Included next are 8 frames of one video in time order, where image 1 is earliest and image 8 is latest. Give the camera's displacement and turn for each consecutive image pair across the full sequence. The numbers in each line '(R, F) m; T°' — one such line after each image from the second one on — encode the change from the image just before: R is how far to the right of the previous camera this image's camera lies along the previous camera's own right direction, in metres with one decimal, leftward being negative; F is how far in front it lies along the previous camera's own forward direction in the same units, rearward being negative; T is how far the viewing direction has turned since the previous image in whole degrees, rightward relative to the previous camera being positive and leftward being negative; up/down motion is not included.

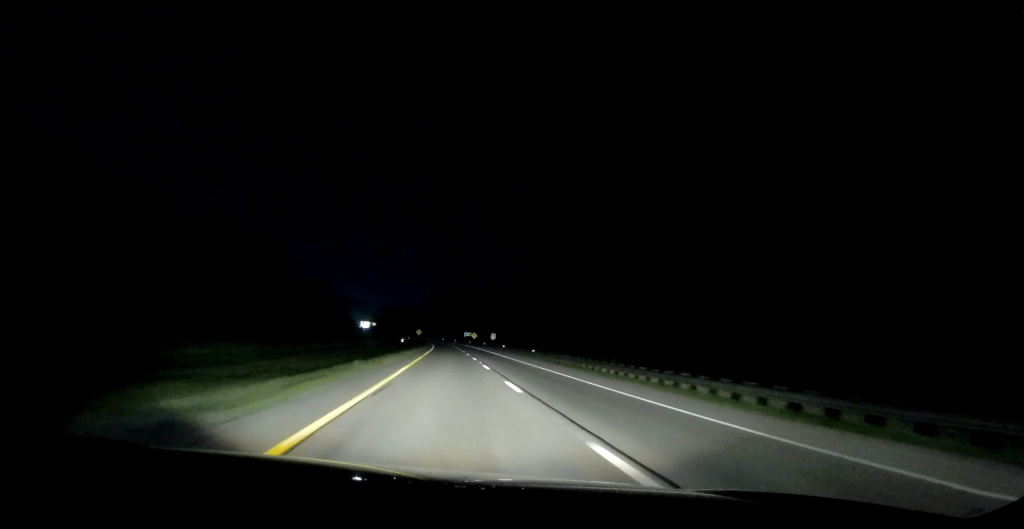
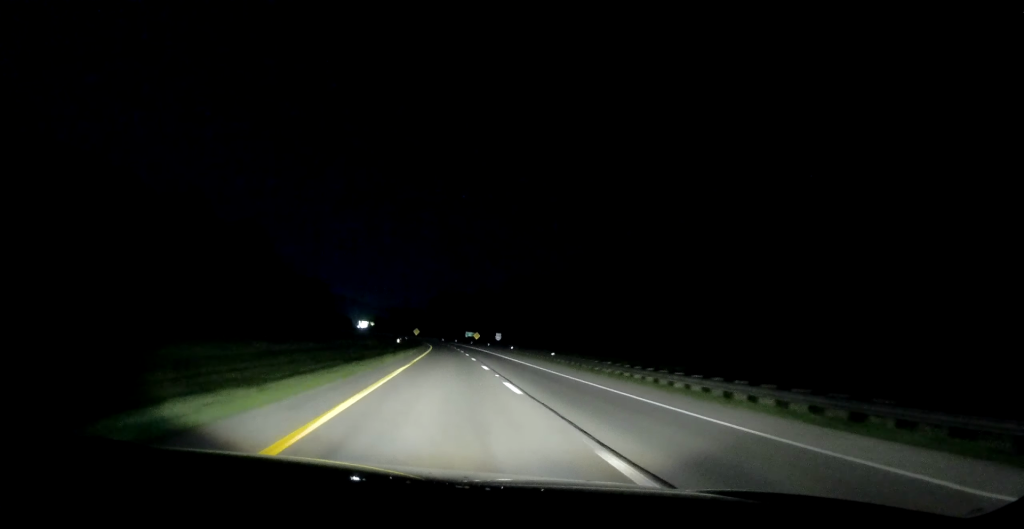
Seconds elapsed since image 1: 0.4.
(-0.1, +12.6) m; 0°
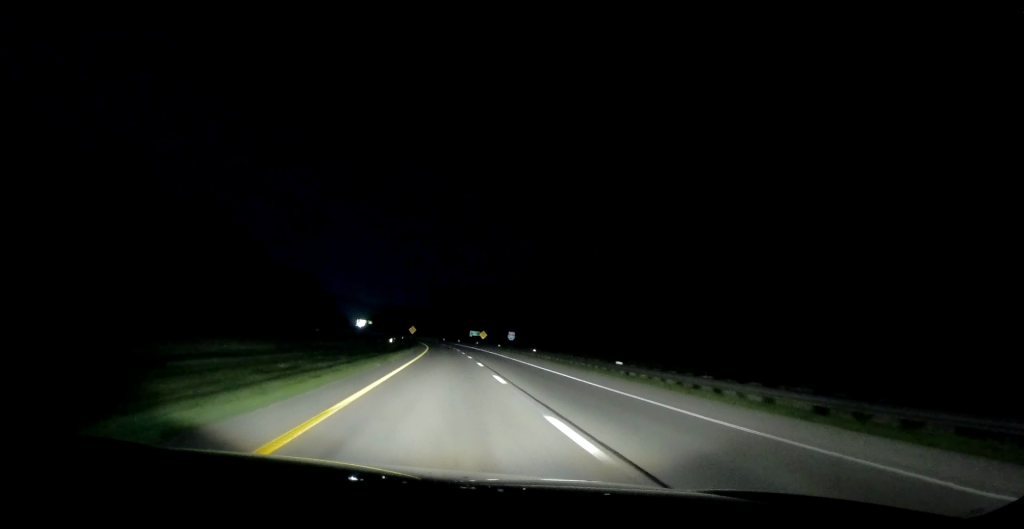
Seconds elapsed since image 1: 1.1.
(+0.2, +21.0) m; 0°
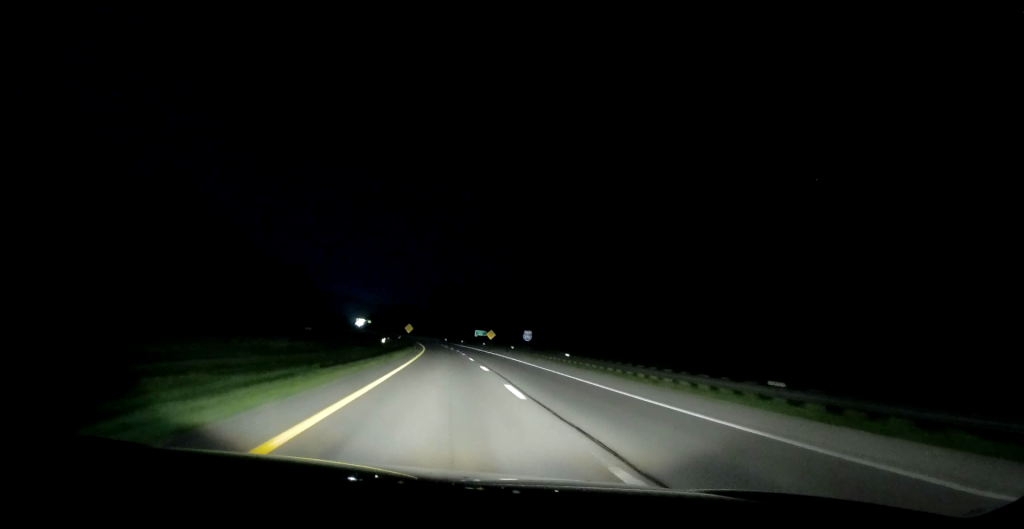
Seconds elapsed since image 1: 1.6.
(+0.3, +16.8) m; 0°
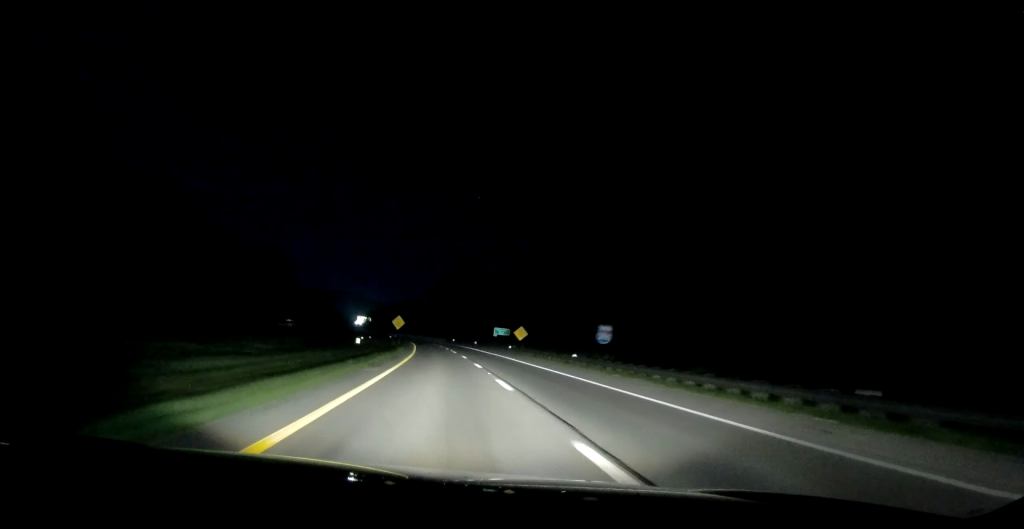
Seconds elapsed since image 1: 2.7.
(-0.7, +34.7) m; -2°
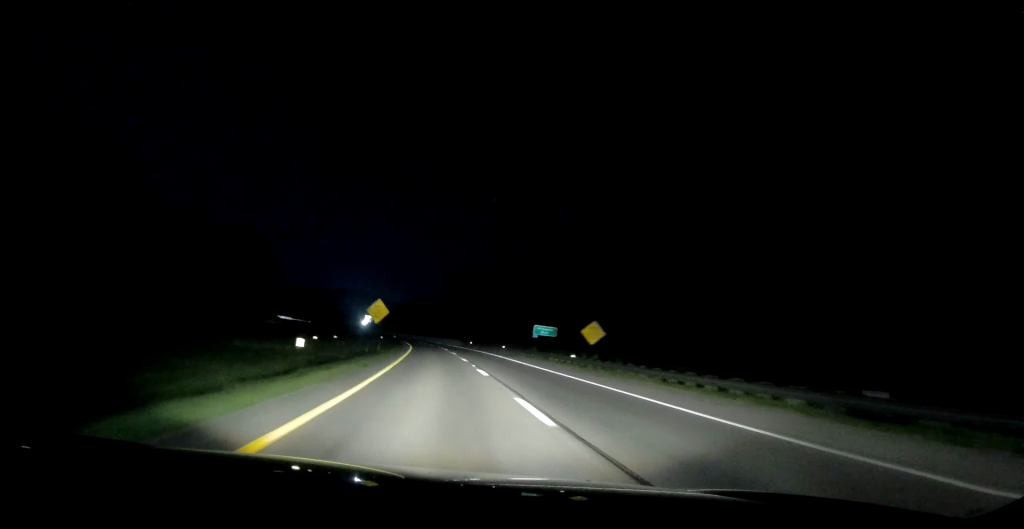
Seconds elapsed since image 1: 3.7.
(-0.4, +31.5) m; 0°
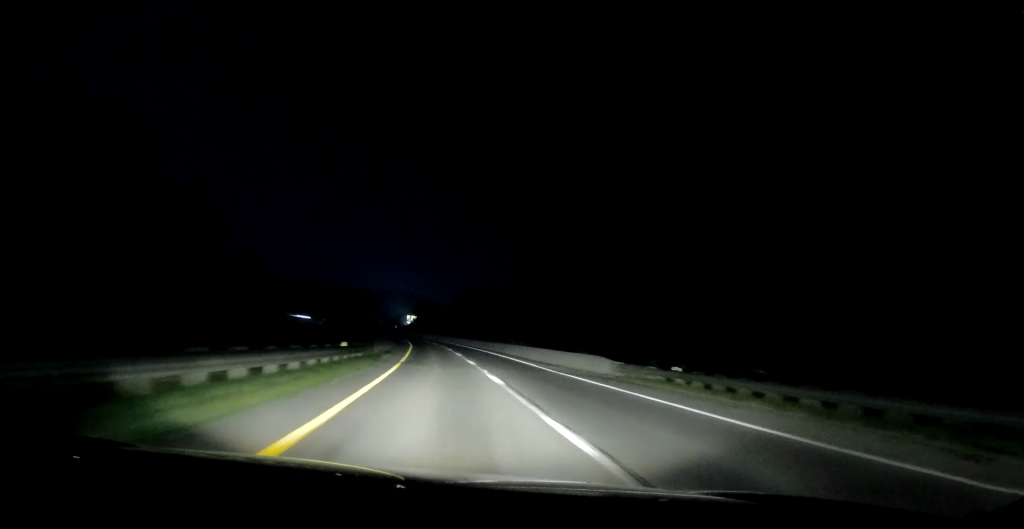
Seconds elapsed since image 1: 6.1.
(-2.4, +75.7) m; -4°
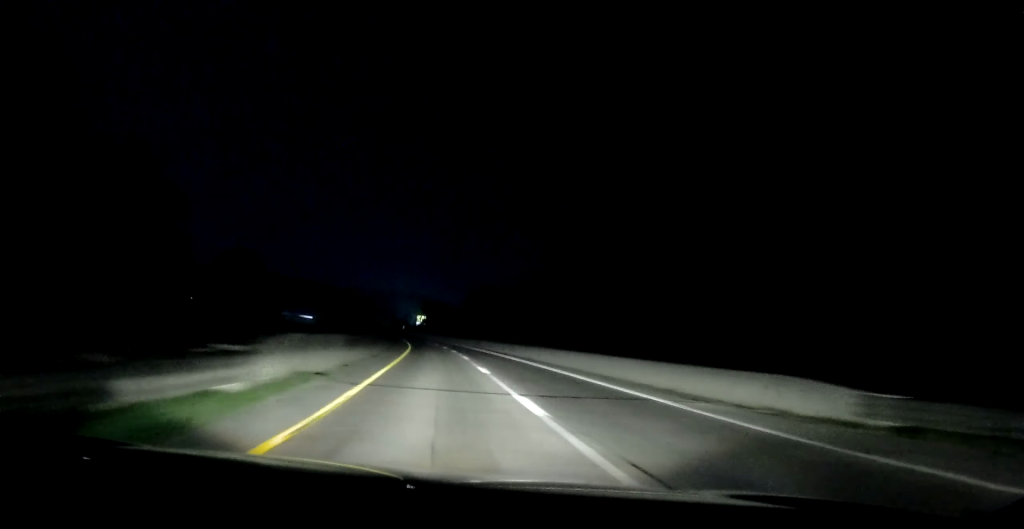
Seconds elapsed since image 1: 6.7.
(-0.2, +20.2) m; -1°
